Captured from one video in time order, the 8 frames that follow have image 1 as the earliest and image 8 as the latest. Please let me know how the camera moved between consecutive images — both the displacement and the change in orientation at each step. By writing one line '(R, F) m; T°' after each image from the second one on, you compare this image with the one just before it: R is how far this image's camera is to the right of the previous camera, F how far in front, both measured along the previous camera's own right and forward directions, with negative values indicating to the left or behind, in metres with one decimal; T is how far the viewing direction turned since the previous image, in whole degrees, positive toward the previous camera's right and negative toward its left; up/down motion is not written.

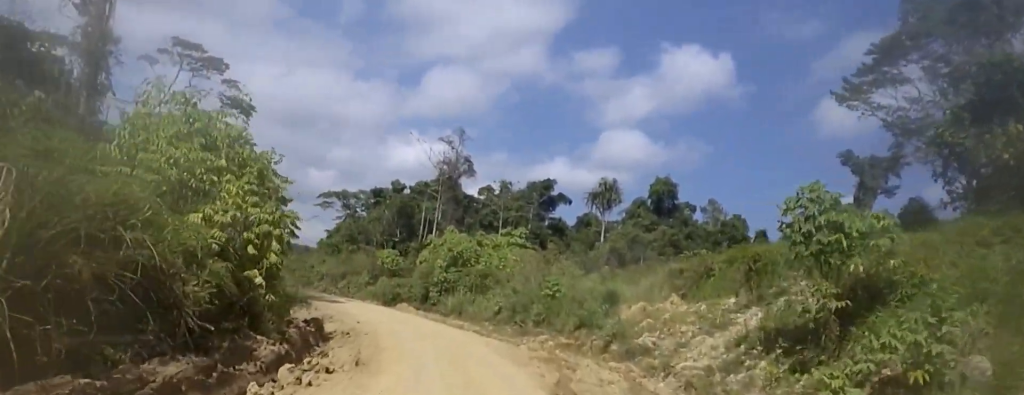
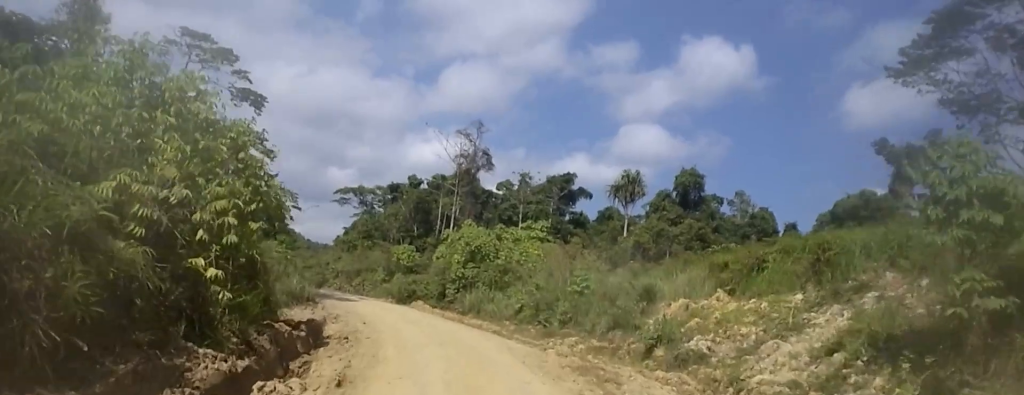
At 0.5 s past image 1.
(-0.2, +3.1) m; -3°
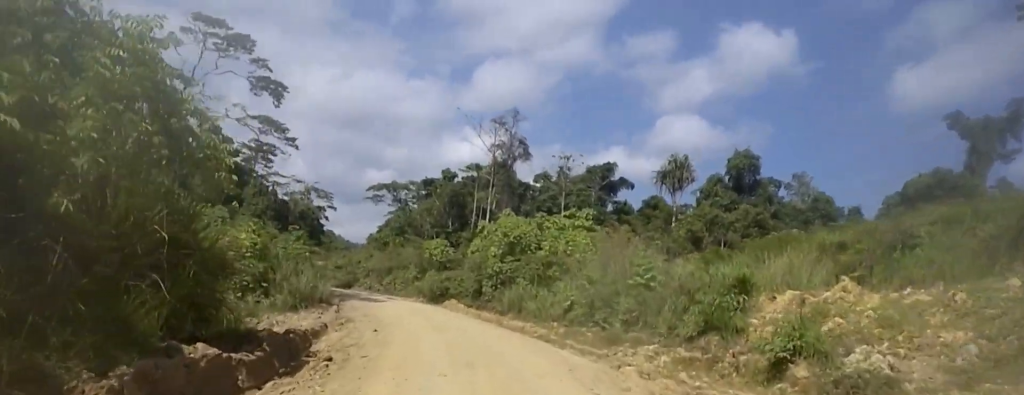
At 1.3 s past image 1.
(-0.1, +5.8) m; -6°
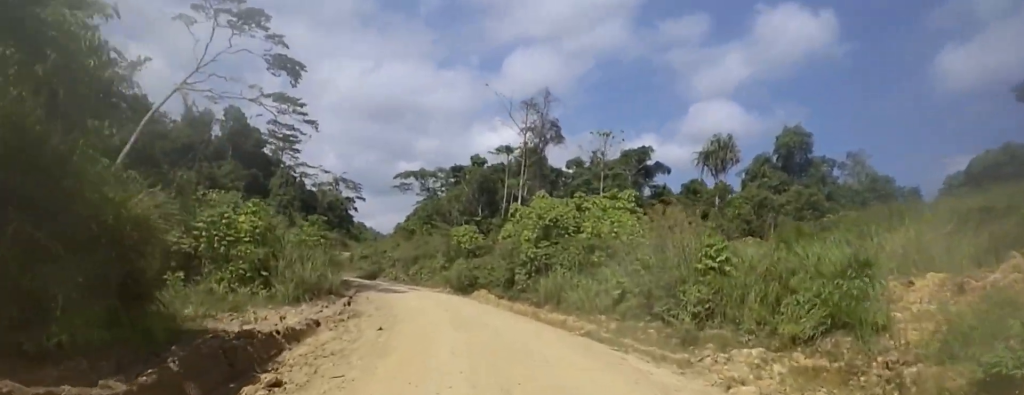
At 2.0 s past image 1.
(-0.2, +4.4) m; -2°
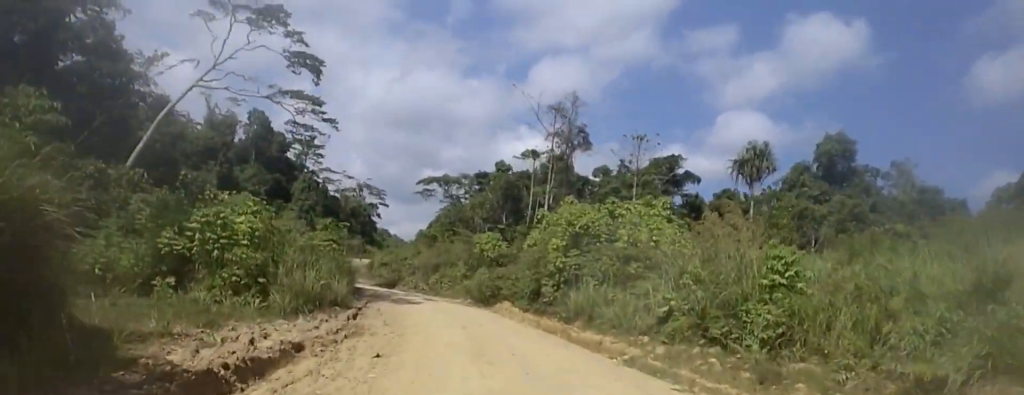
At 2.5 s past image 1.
(-0.3, +3.1) m; 0°
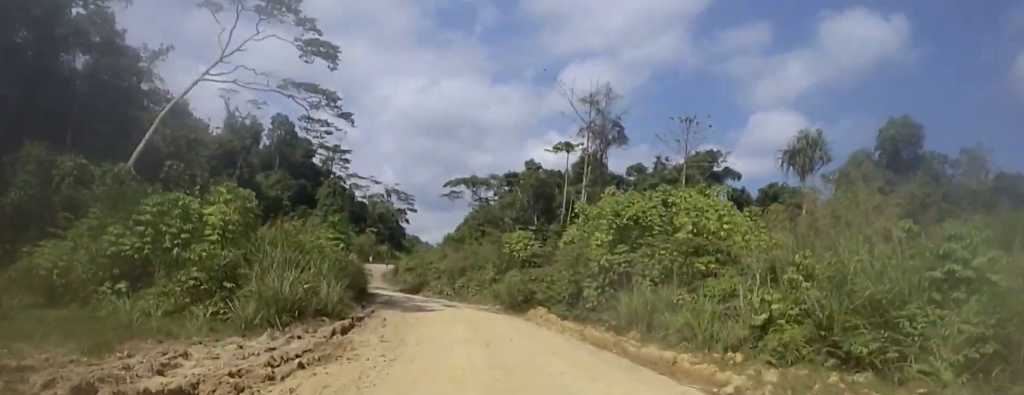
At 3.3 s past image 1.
(+0.4, +5.4) m; +4°
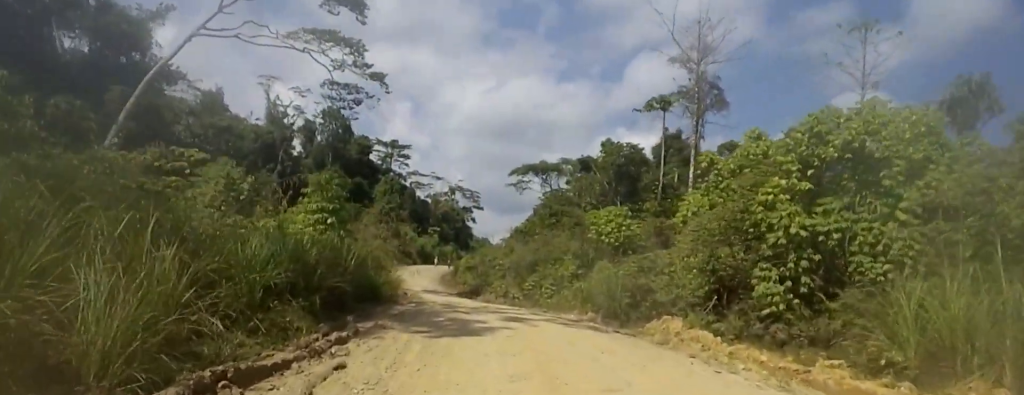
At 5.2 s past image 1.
(+0.1, +13.5) m; -7°
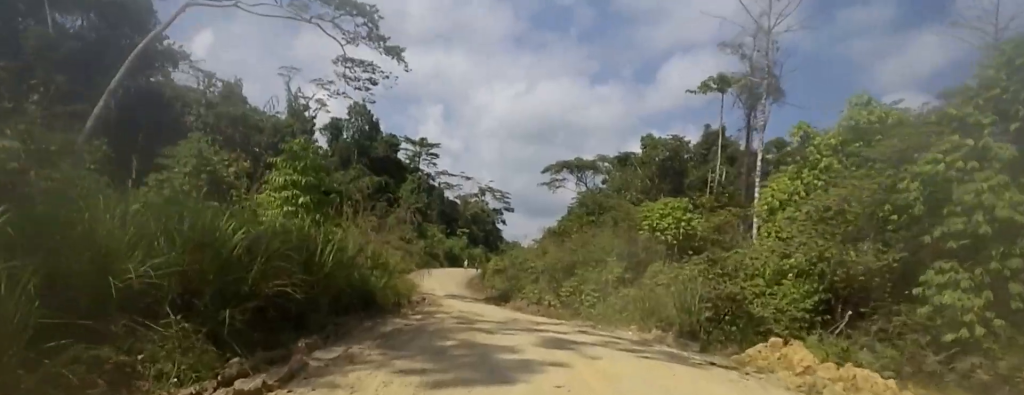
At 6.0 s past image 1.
(-0.4, +5.3) m; -6°
